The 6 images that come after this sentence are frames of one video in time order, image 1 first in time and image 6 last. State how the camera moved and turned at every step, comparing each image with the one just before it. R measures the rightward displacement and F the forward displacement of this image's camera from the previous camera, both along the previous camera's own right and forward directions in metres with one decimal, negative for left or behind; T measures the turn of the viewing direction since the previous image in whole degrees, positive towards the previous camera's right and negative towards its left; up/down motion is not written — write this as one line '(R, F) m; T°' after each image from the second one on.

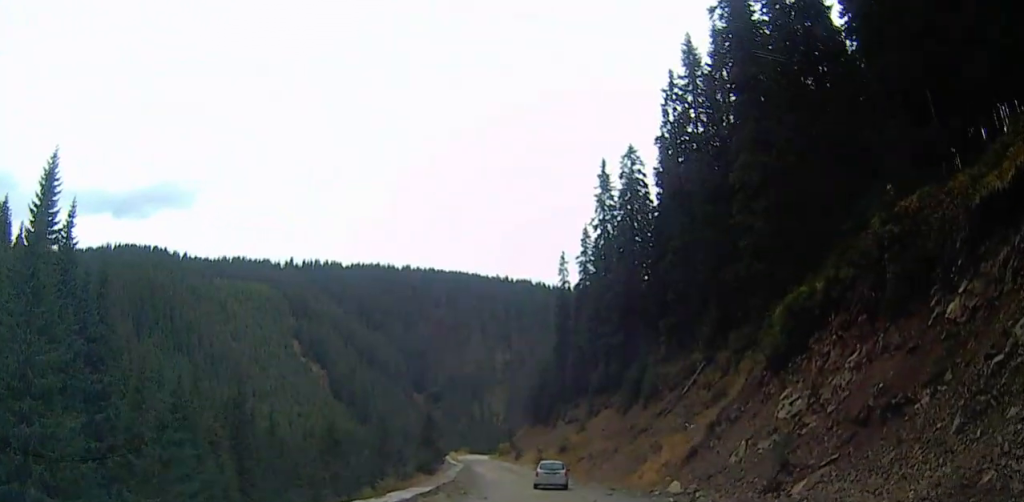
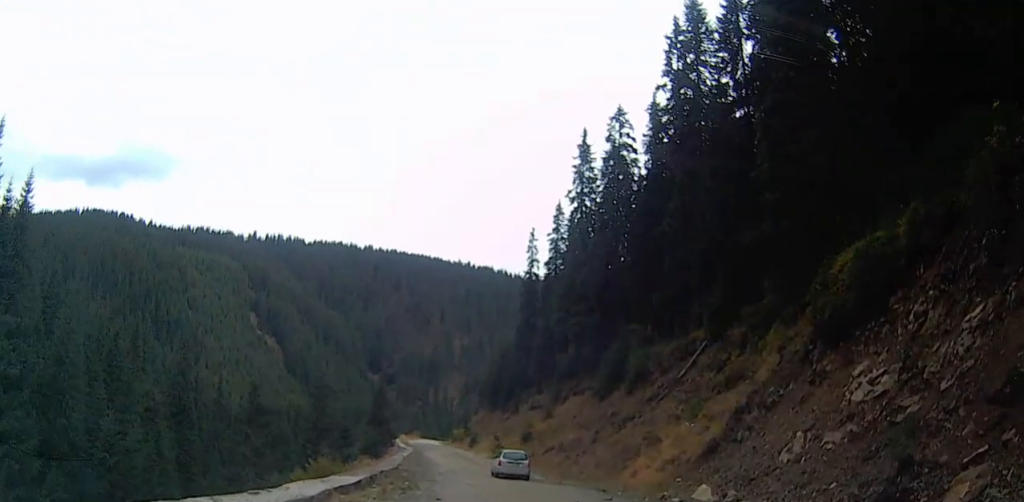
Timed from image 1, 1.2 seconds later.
(+0.3, +7.6) m; -2°
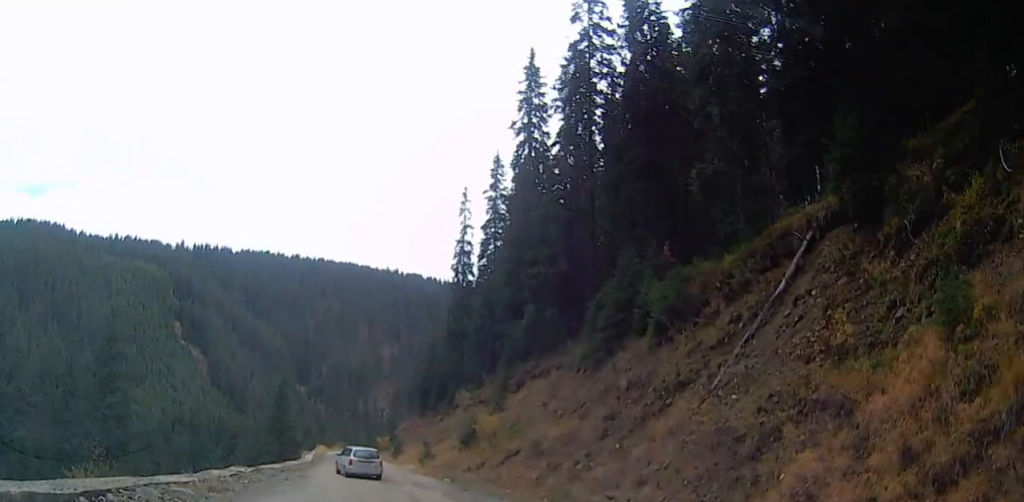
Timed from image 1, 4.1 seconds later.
(+0.8, +19.3) m; +8°
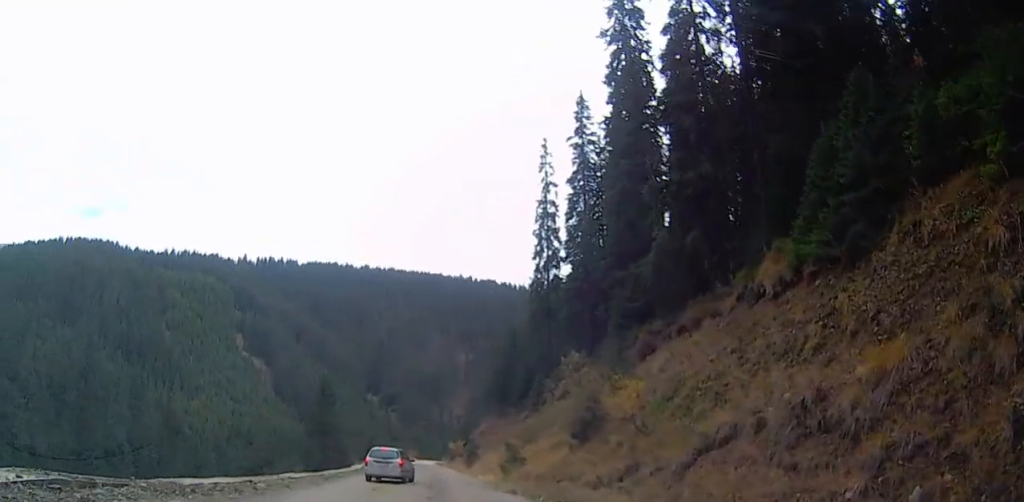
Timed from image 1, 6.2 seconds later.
(-0.2, +17.5) m; -7°
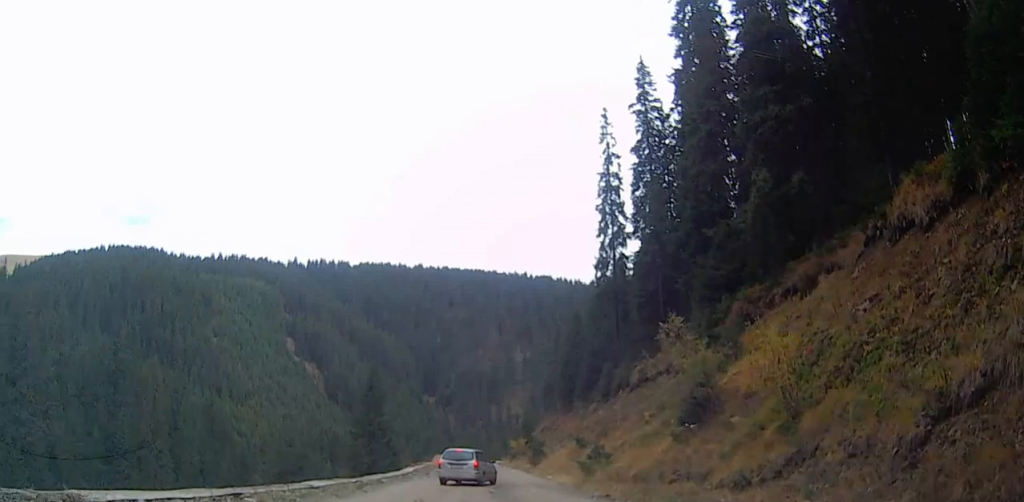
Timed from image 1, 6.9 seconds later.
(0.0, +6.5) m; -1°
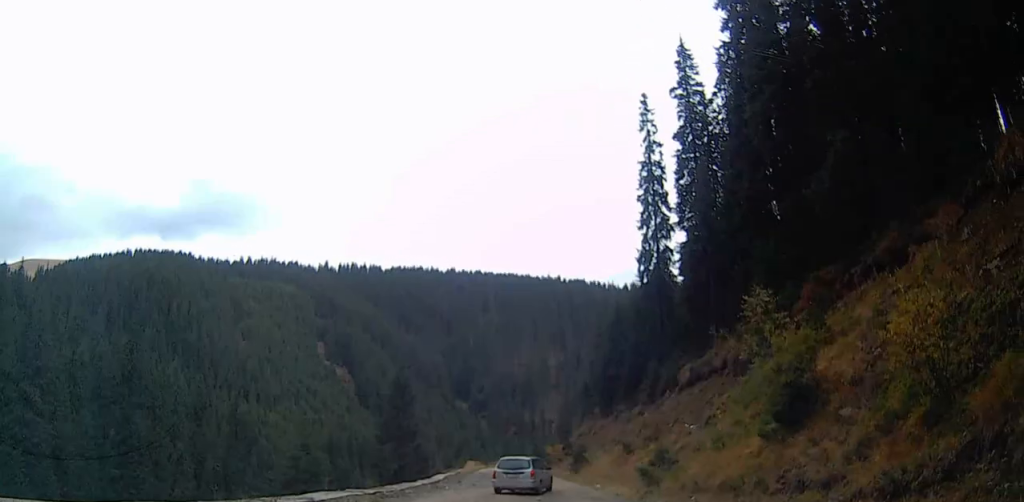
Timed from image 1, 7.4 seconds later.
(+0.1, +4.4) m; 0°
